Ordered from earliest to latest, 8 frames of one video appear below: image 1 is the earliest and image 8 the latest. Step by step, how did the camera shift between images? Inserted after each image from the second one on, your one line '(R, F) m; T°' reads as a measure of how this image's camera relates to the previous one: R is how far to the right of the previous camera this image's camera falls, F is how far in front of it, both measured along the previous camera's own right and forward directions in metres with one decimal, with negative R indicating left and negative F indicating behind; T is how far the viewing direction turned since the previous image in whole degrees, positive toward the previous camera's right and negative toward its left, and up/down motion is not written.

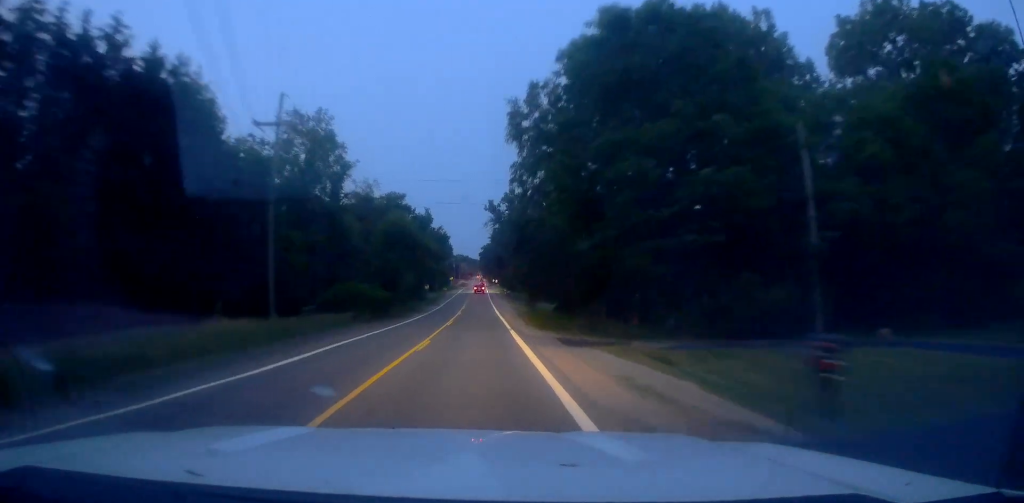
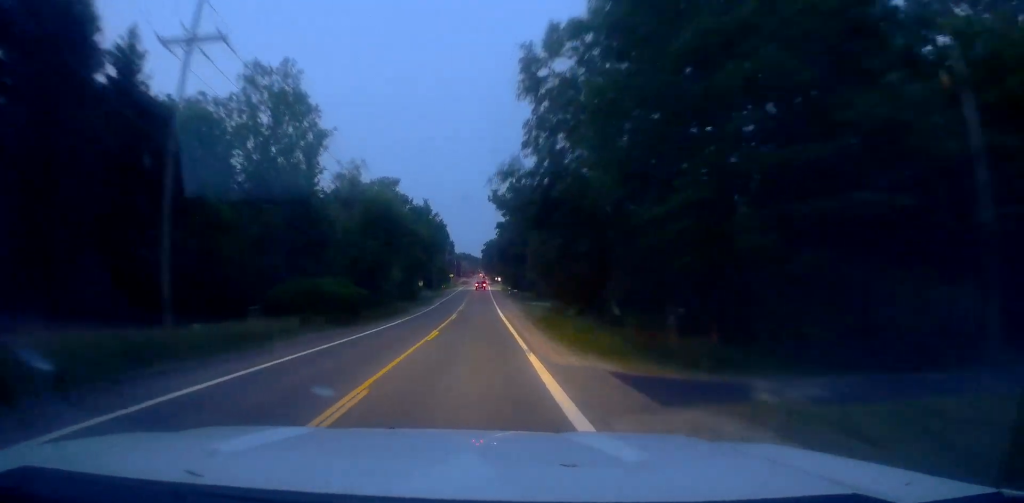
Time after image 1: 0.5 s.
(-0.4, +11.2) m; 0°
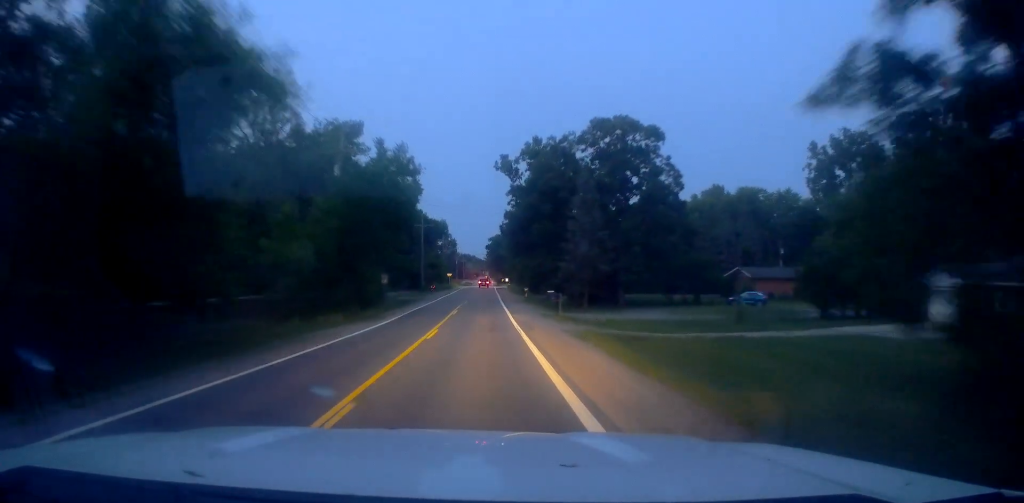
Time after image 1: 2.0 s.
(+0.4, +31.8) m; 0°
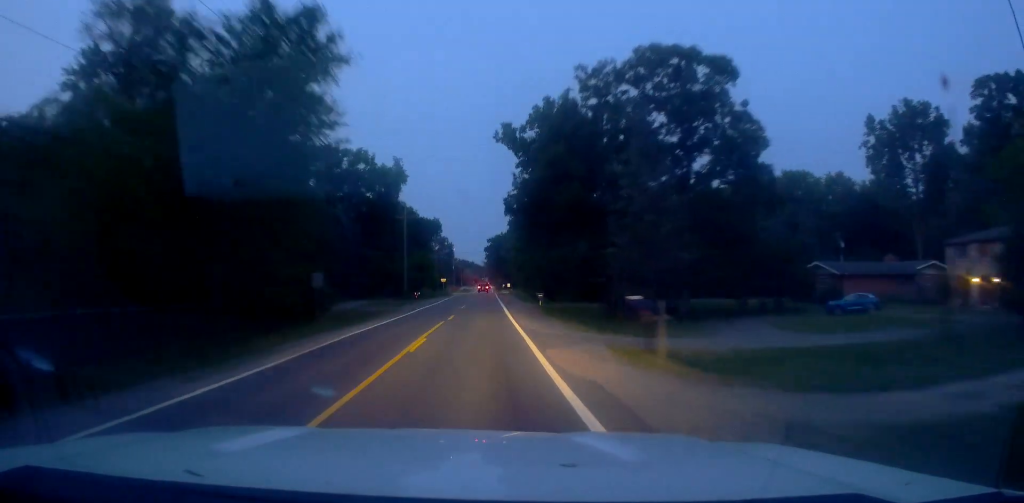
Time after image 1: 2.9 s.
(-0.4, +19.3) m; 0°
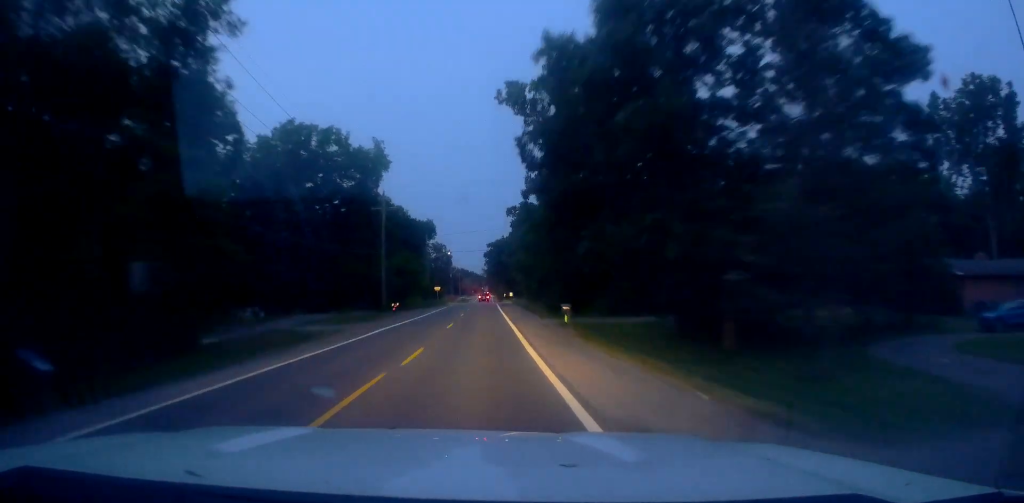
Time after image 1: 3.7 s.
(+0.5, +16.4) m; +1°
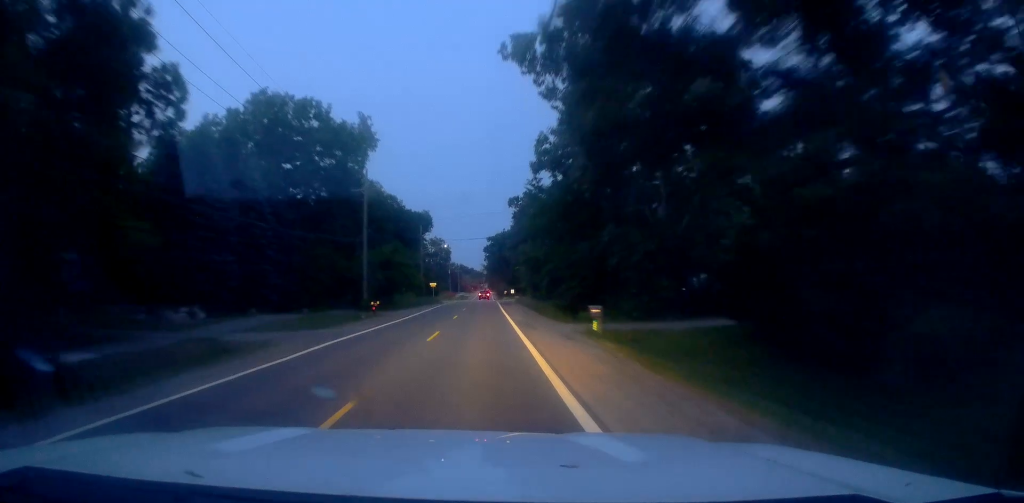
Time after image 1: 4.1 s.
(-0.1, +9.4) m; 0°
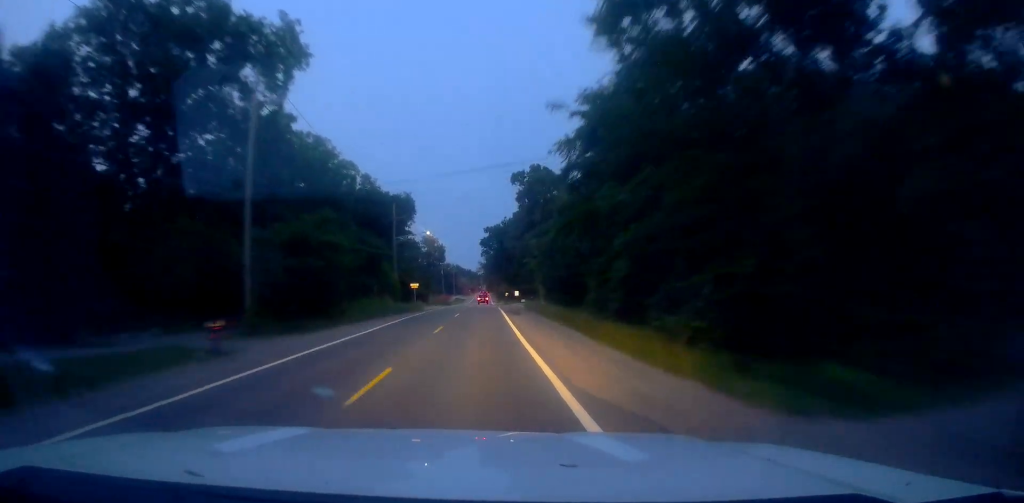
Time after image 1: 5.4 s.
(0.0, +26.8) m; -1°
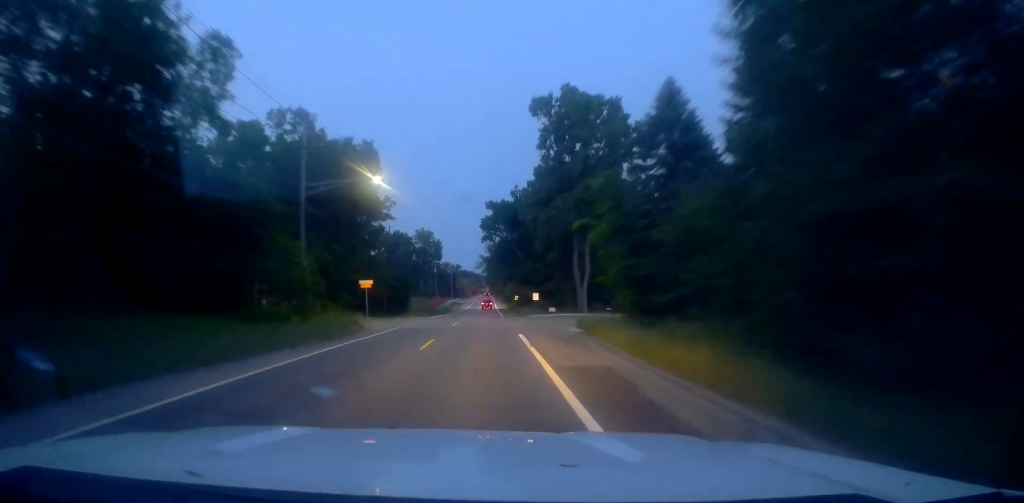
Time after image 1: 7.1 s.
(-0.7, +37.4) m; -1°
